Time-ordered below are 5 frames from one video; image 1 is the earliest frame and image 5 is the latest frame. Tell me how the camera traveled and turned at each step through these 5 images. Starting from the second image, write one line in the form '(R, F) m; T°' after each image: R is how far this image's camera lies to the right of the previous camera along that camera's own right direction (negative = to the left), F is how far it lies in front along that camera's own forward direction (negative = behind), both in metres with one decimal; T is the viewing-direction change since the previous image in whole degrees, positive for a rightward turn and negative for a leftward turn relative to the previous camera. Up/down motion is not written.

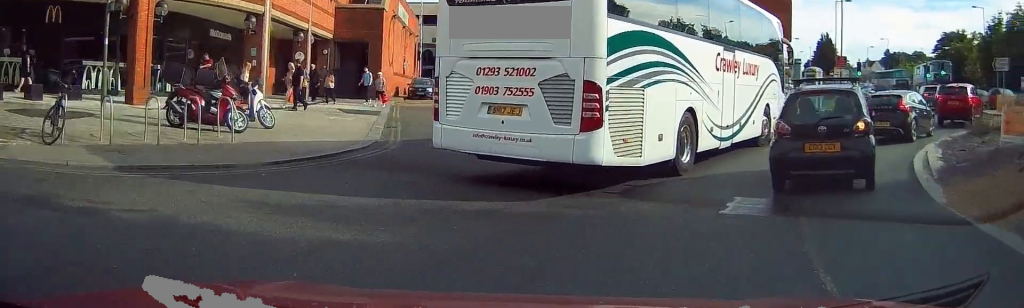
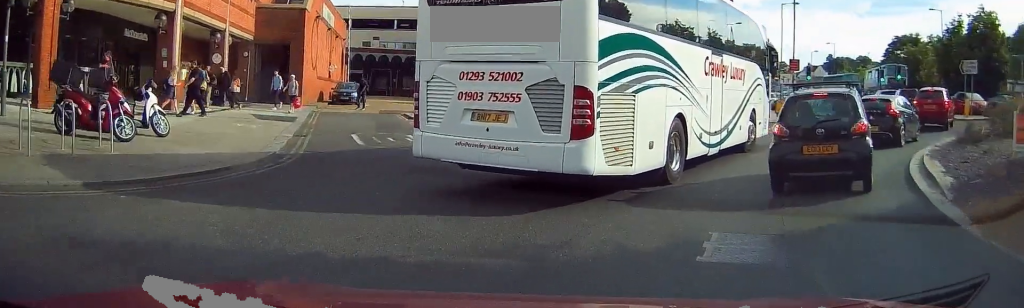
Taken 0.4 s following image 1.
(+0.3, +2.0) m; +5°
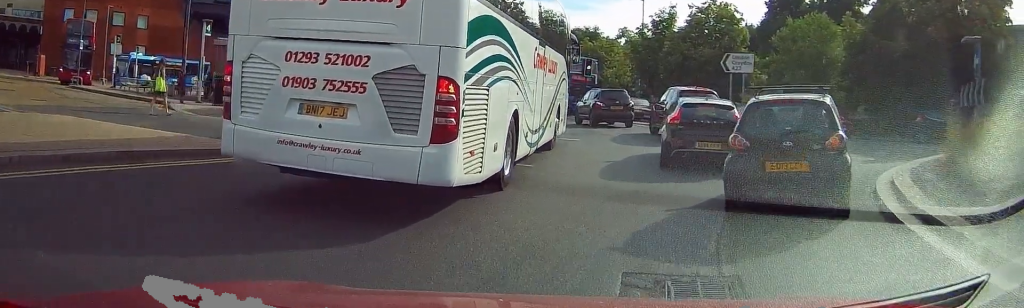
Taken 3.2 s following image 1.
(+2.8, +10.7) m; +28°
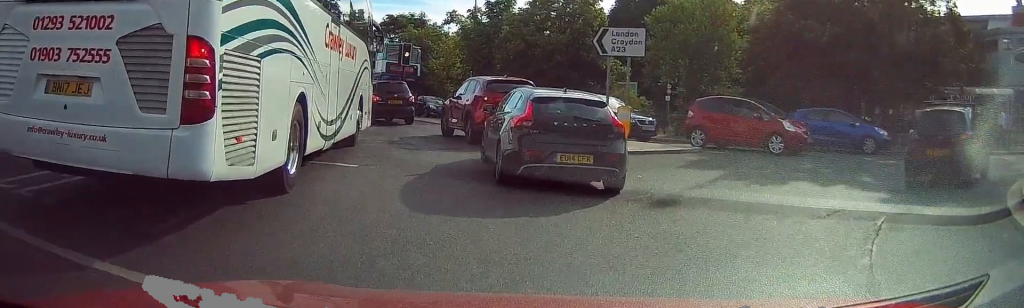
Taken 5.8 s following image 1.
(+1.1, +7.6) m; +24°
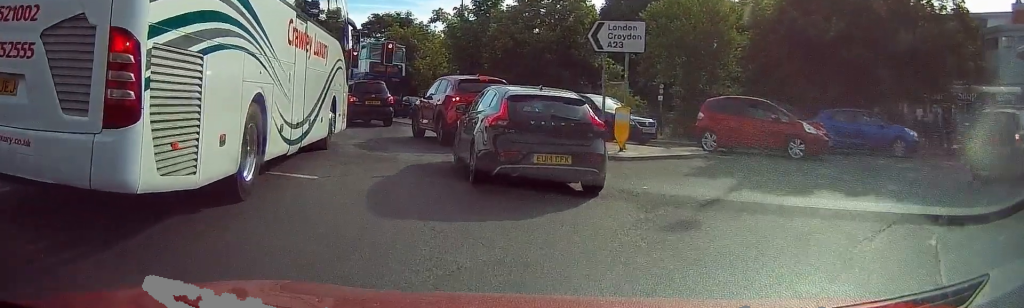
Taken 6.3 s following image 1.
(+0.1, +1.4) m; -2°
